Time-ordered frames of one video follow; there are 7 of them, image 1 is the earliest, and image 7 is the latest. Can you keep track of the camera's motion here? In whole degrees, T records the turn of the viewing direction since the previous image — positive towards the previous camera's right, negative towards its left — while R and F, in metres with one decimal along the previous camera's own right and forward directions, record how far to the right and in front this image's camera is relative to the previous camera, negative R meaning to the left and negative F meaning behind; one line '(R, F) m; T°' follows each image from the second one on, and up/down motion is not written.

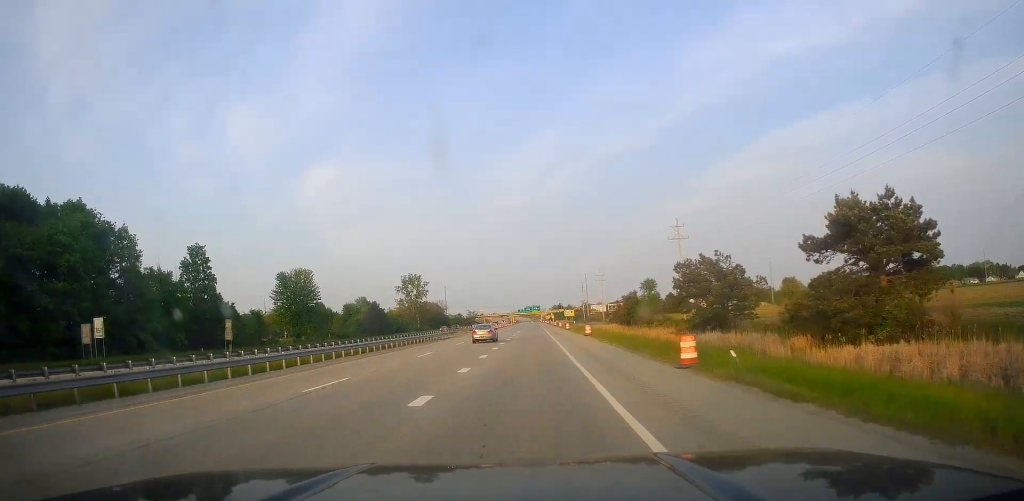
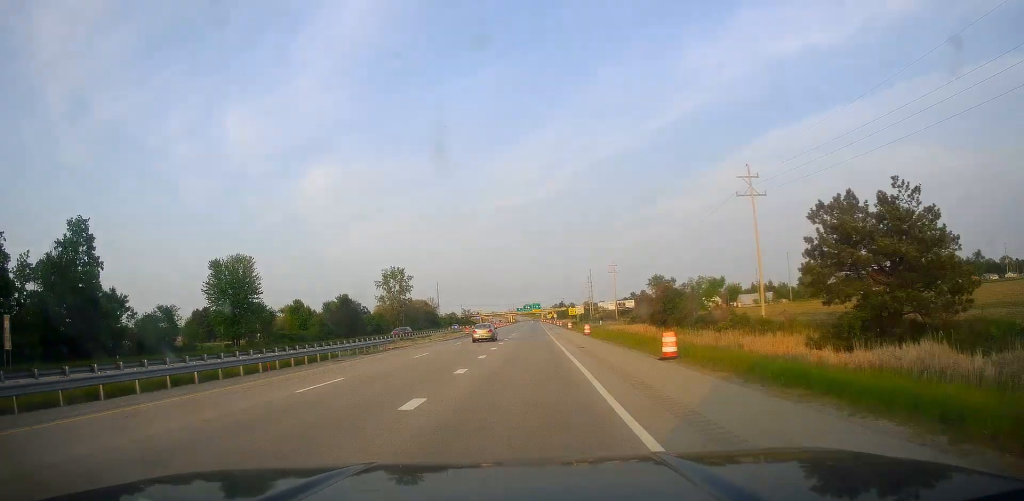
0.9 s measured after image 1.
(+0.1, +31.0) m; 0°
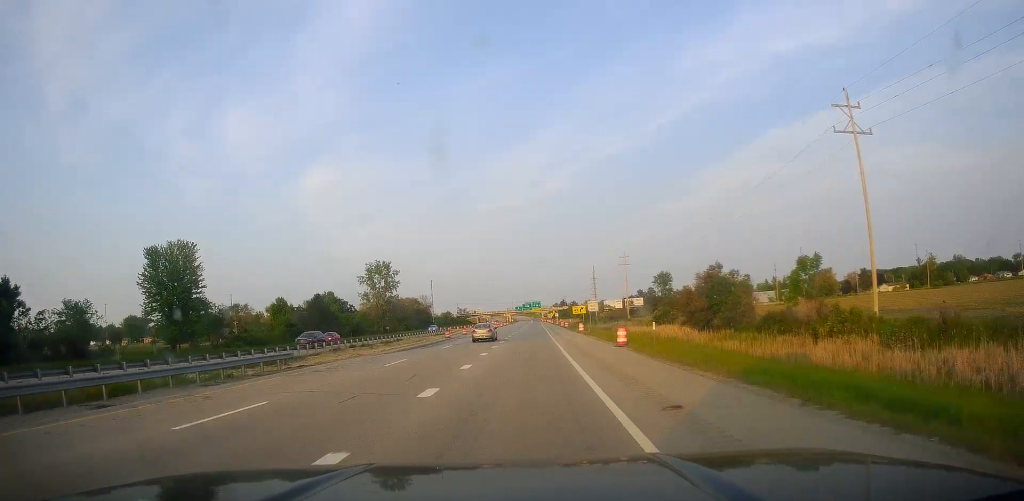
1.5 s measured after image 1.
(+0.2, +20.7) m; 0°
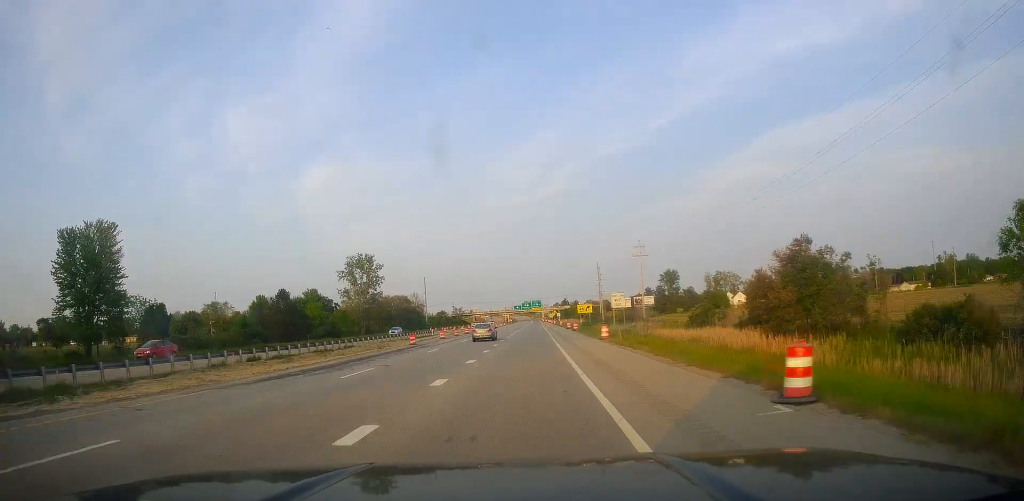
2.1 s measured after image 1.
(-0.3, +20.7) m; 0°
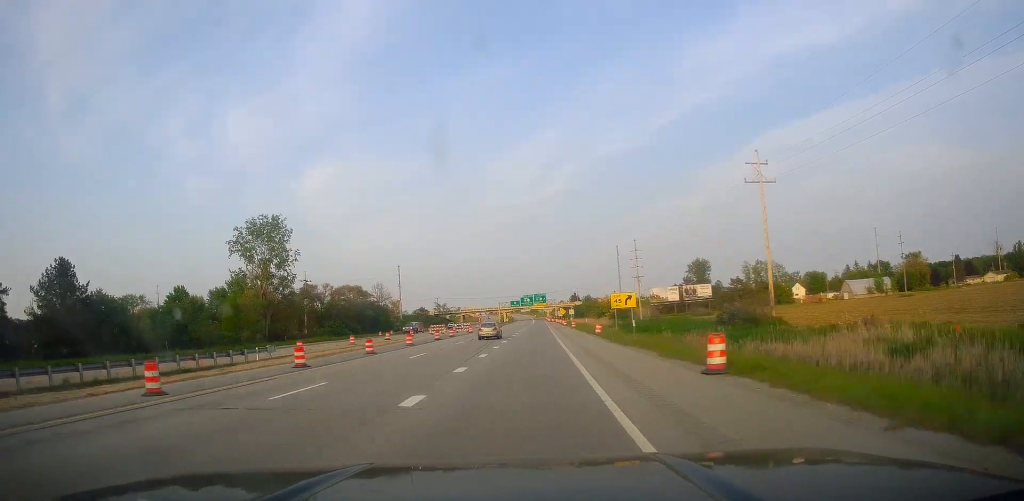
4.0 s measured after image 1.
(+0.1, +66.3) m; -1°
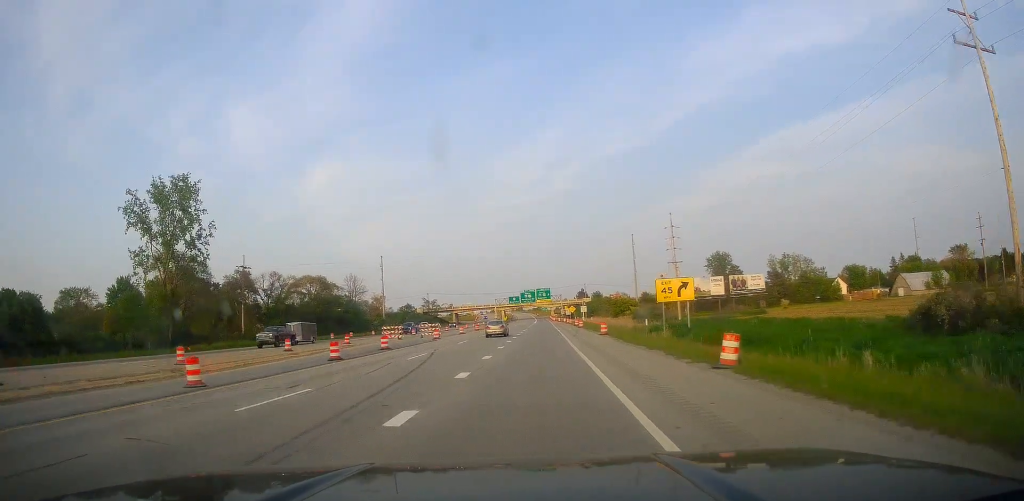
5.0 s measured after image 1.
(-0.2, +32.8) m; 0°
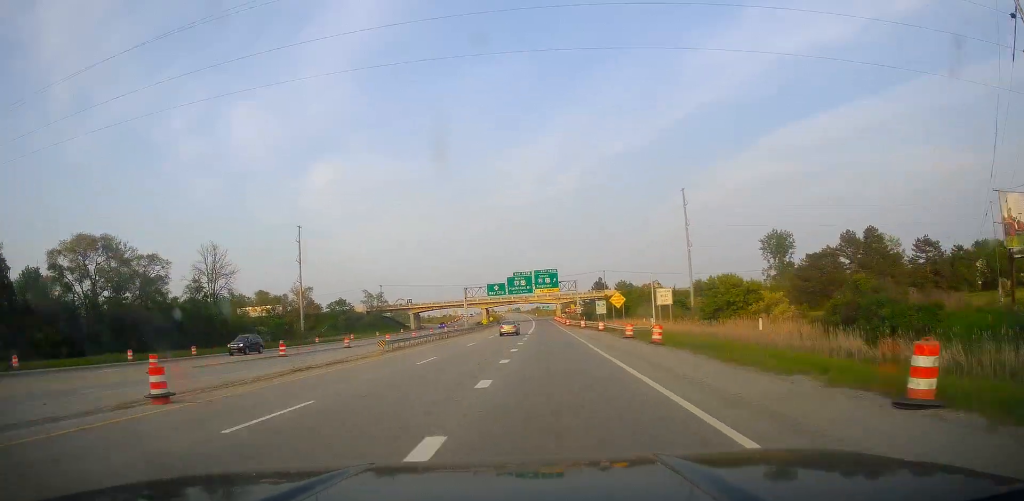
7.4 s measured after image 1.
(+0.3, +78.5) m; -1°
